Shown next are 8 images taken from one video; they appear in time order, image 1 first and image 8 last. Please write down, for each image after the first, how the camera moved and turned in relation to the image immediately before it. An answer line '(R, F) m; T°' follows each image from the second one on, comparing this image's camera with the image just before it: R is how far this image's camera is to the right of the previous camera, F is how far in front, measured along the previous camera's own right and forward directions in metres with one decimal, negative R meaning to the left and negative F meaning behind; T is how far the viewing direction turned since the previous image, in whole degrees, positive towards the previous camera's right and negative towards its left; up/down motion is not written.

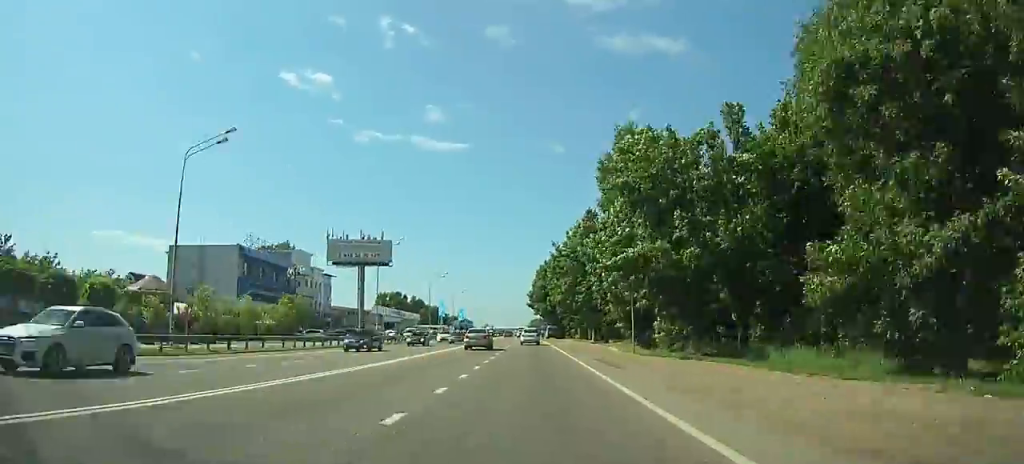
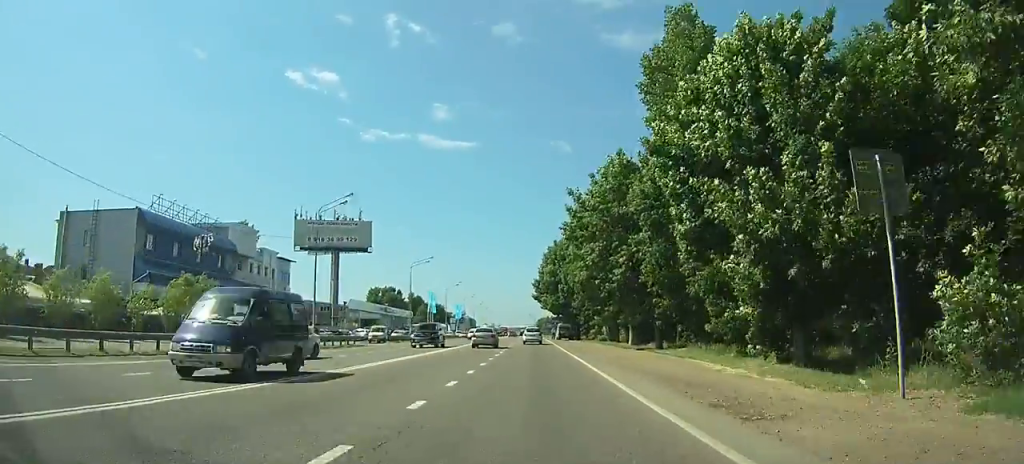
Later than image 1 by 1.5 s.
(-0.6, +23.4) m; 0°
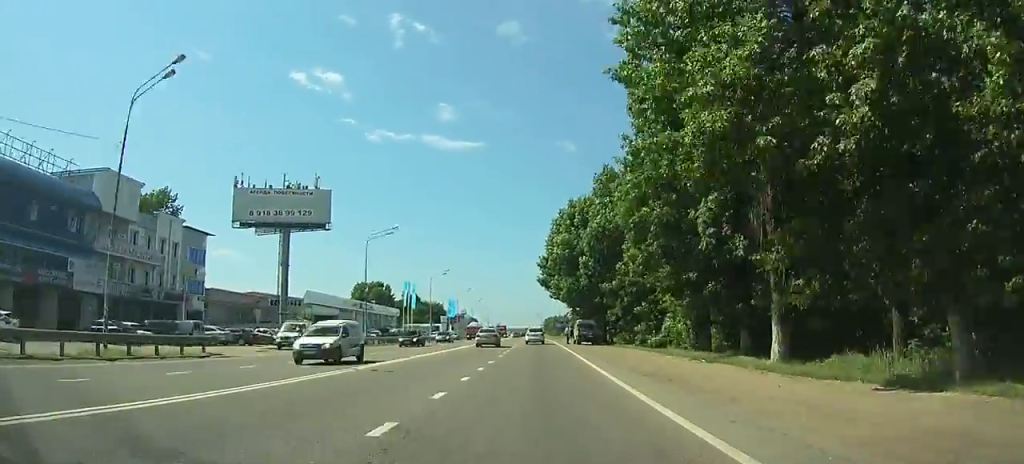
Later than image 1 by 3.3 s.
(-0.6, +27.8) m; 0°
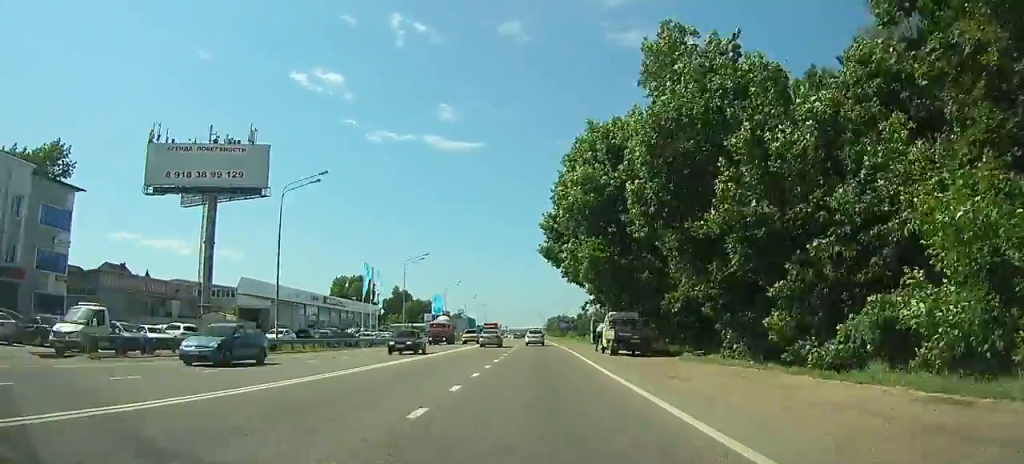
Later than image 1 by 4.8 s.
(+0.7, +21.2) m; 0°
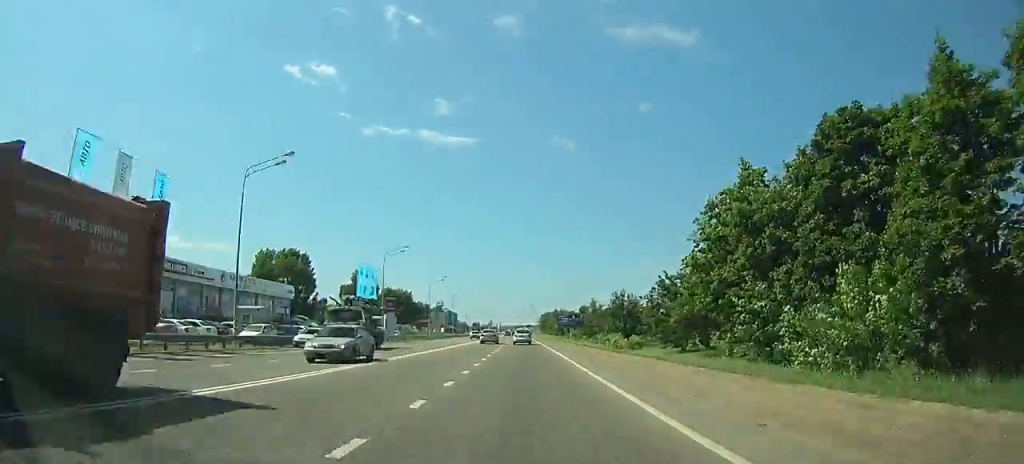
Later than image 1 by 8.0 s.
(0.0, +44.7) m; -1°
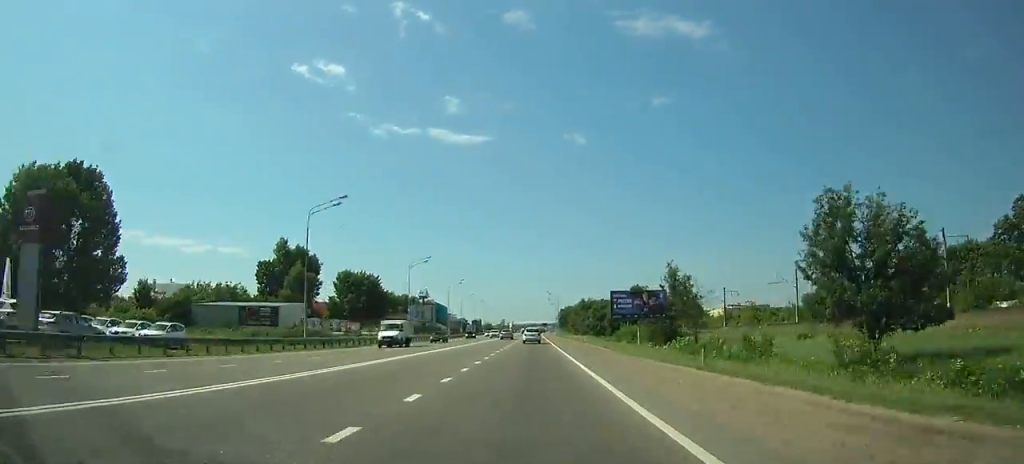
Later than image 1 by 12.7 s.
(-1.4, +70.9) m; -2°
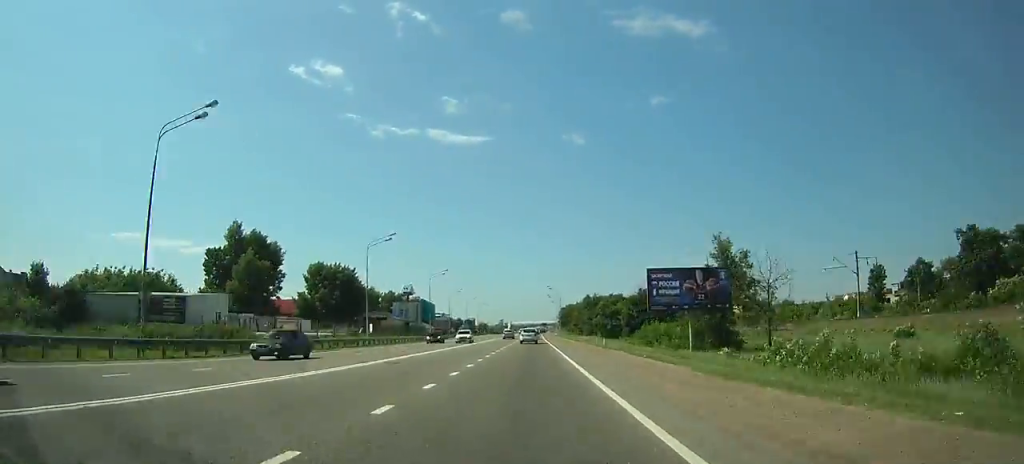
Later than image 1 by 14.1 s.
(-0.1, +23.3) m; 0°
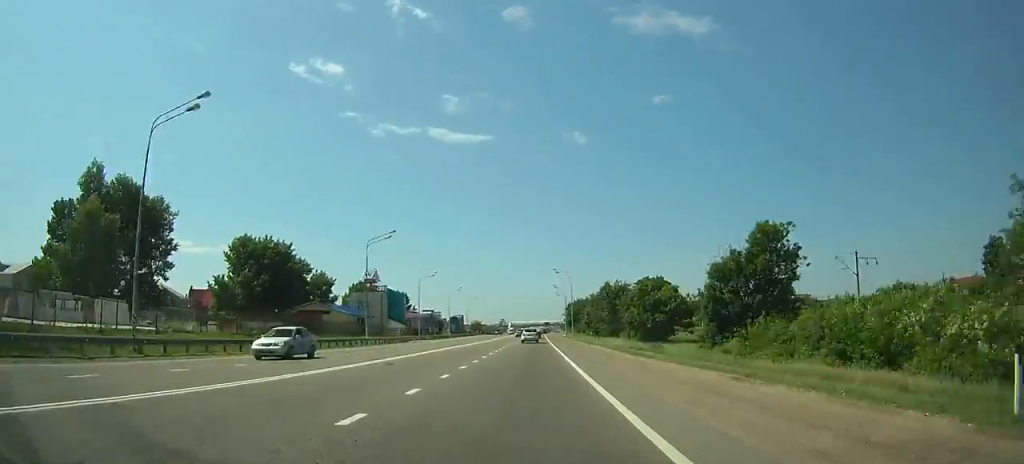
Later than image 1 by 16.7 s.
(-0.1, +43.3) m; 0°
